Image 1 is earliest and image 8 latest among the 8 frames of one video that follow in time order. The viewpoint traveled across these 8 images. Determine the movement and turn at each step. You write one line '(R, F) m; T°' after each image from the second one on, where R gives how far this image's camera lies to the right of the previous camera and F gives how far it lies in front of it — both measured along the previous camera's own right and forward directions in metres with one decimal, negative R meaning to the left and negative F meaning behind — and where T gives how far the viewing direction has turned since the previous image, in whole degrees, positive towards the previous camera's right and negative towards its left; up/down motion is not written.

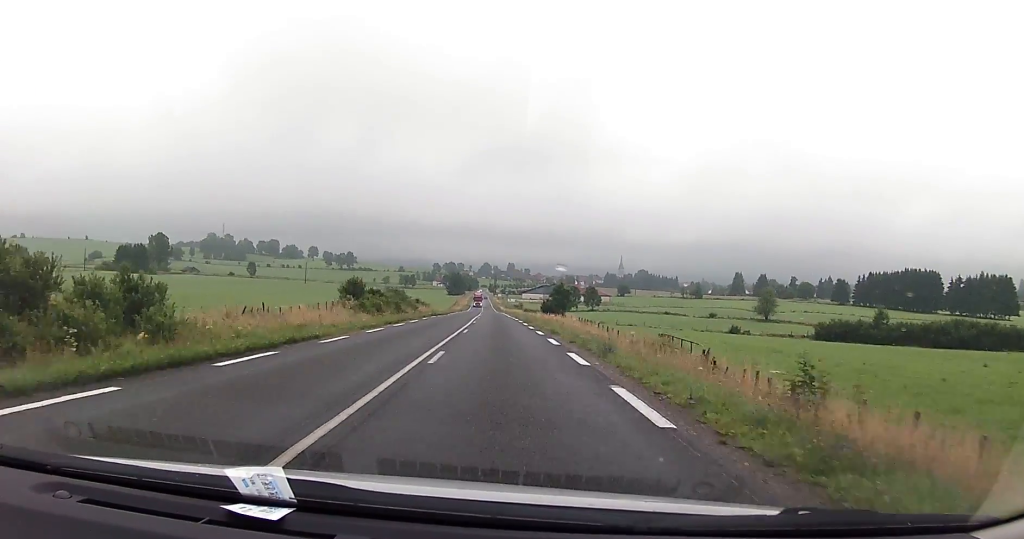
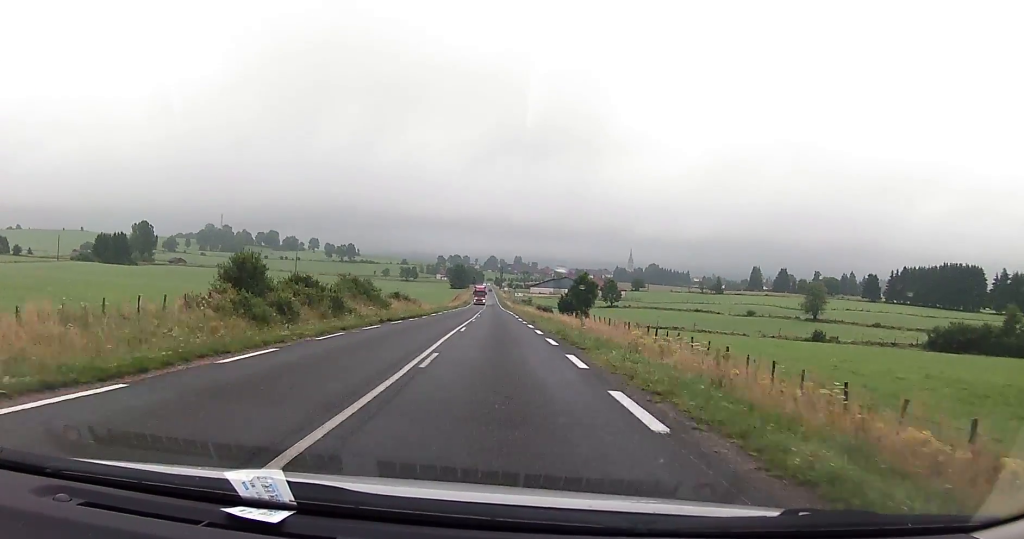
(-0.2, +26.5) m; -1°
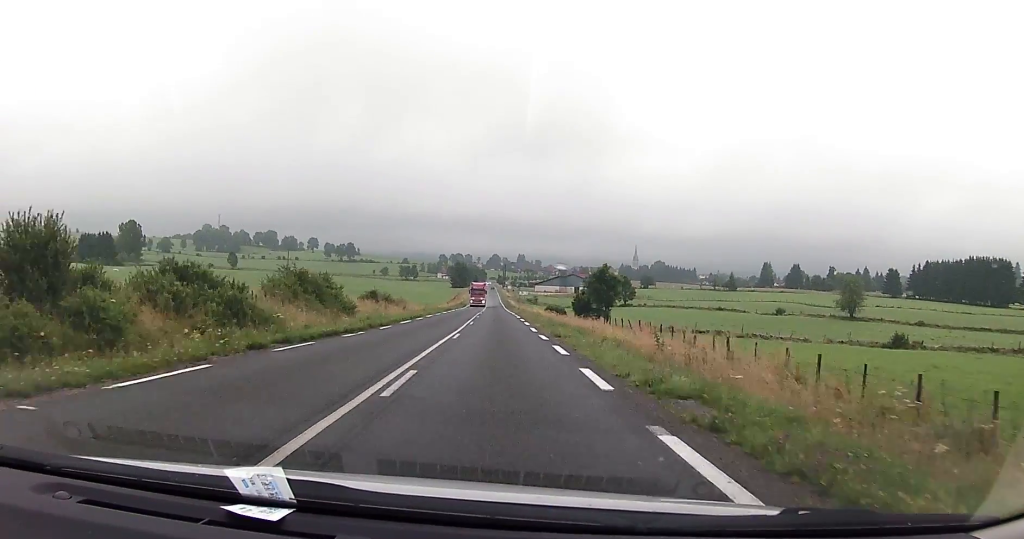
(-0.2, +16.6) m; 0°
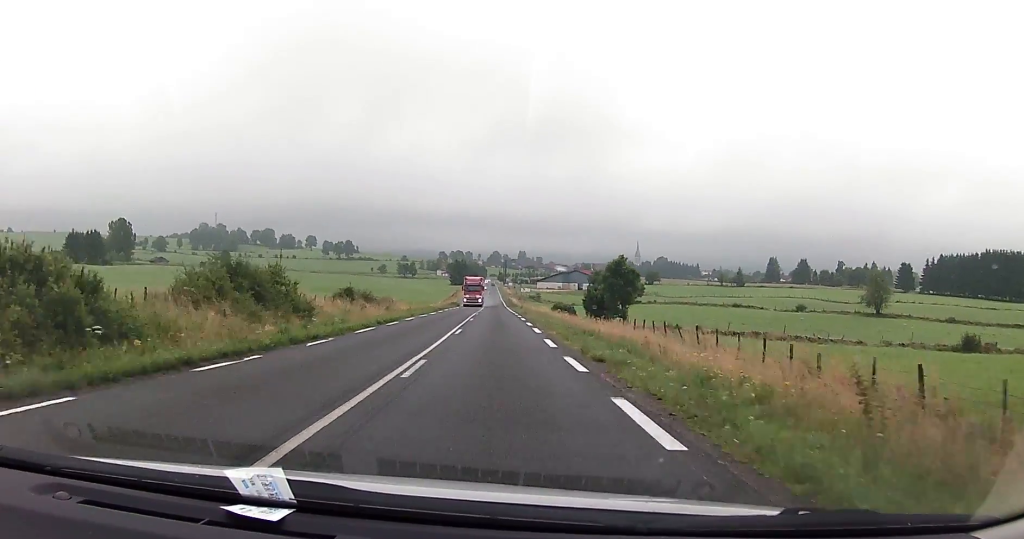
(0.0, +10.8) m; 0°
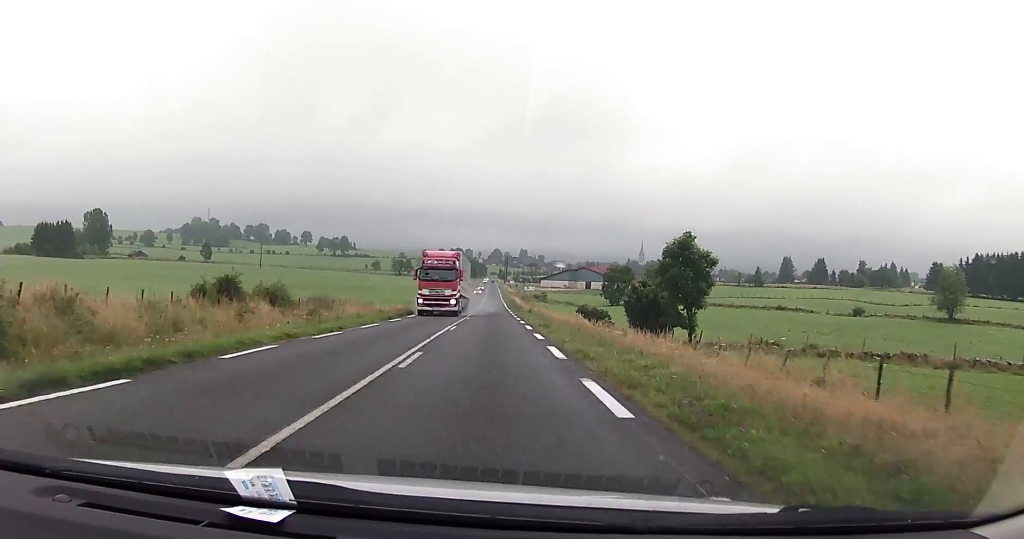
(+0.1, +24.8) m; 0°
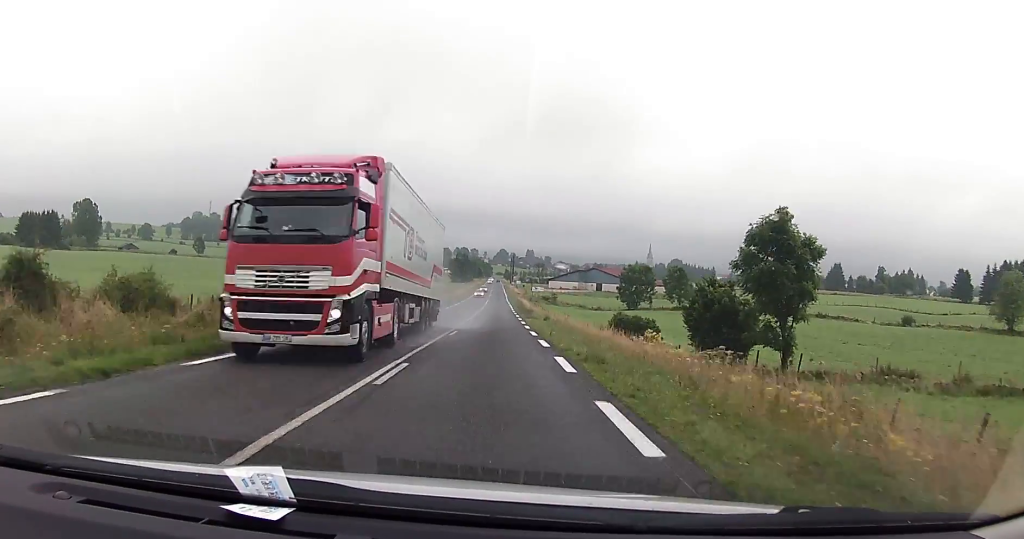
(-0.1, +14.9) m; 0°
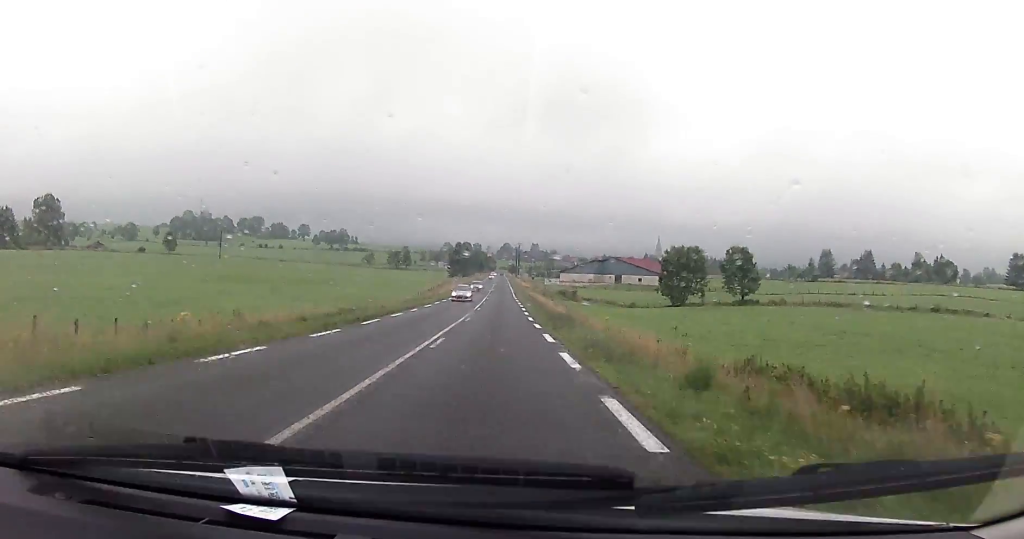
(-0.1, +32.2) m; -1°
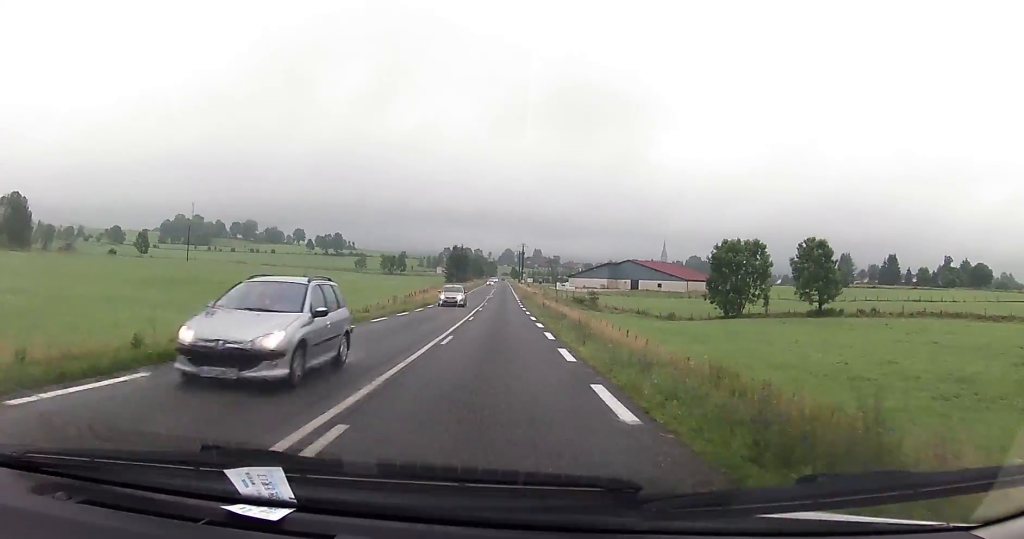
(-0.1, +24.3) m; -1°
